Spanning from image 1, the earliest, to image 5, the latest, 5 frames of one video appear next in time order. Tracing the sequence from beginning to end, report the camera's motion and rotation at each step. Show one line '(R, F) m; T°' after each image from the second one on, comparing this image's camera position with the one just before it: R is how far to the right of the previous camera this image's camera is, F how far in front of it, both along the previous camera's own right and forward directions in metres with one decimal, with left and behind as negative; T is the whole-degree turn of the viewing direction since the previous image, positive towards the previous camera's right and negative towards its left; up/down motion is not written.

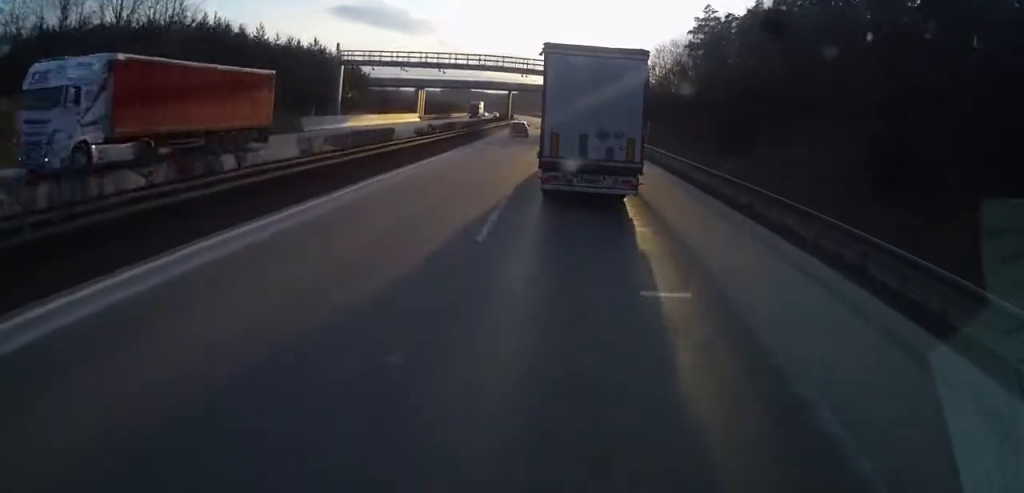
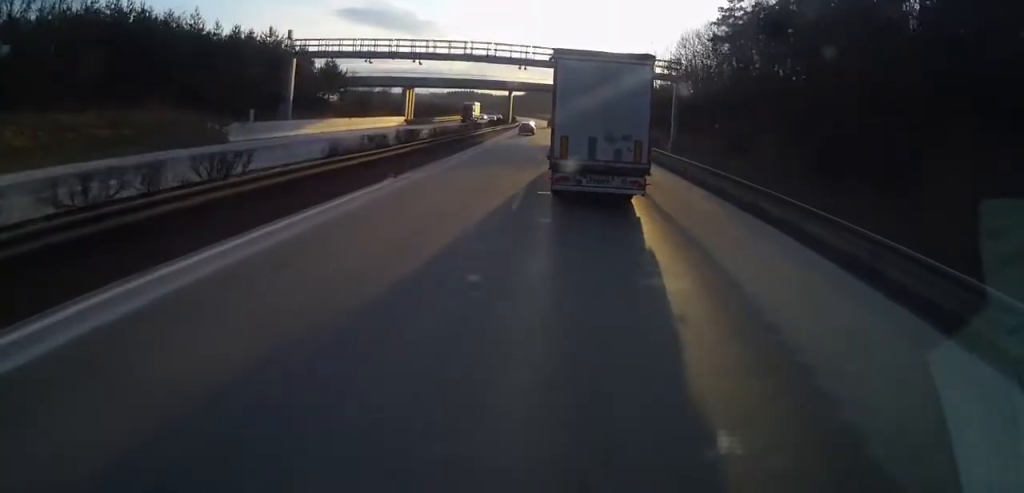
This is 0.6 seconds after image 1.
(0.0, +14.4) m; 0°
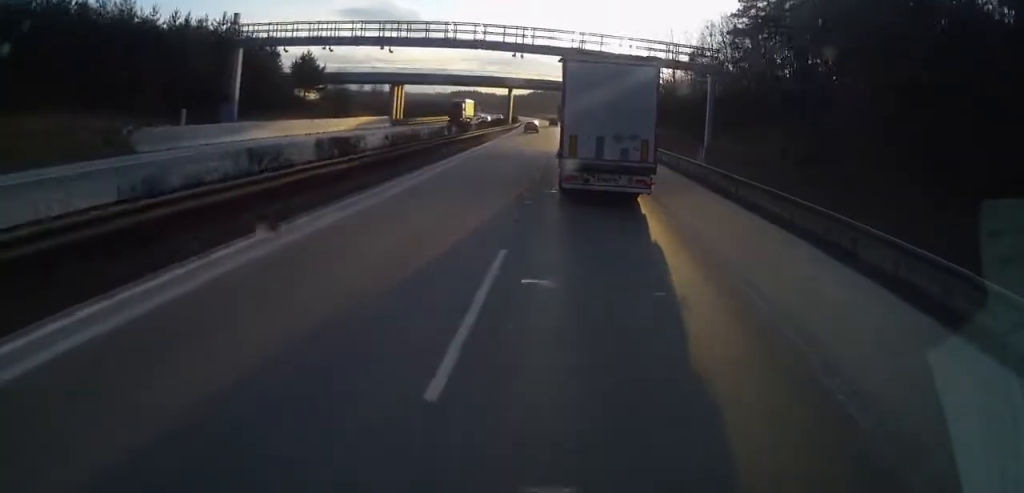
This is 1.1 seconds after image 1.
(0.0, +10.6) m; 0°
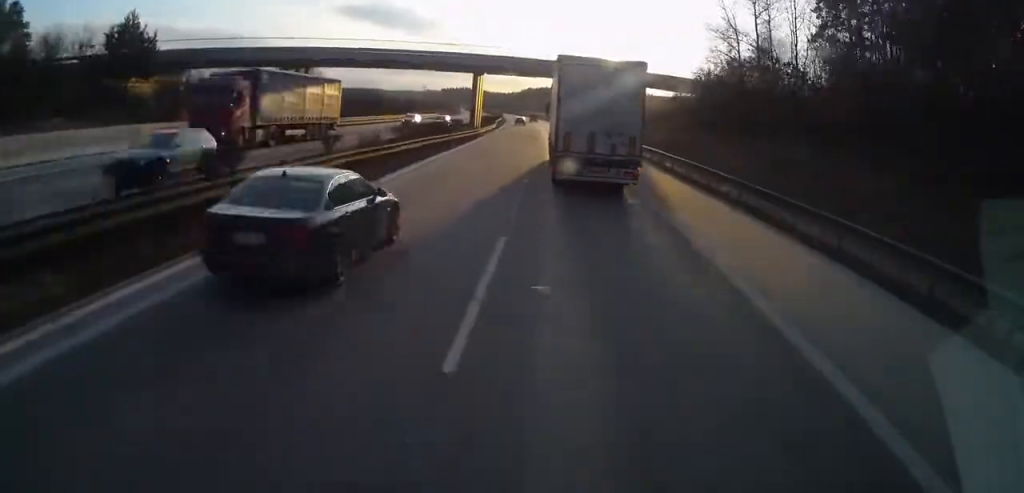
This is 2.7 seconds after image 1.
(0.0, +36.1) m; 0°
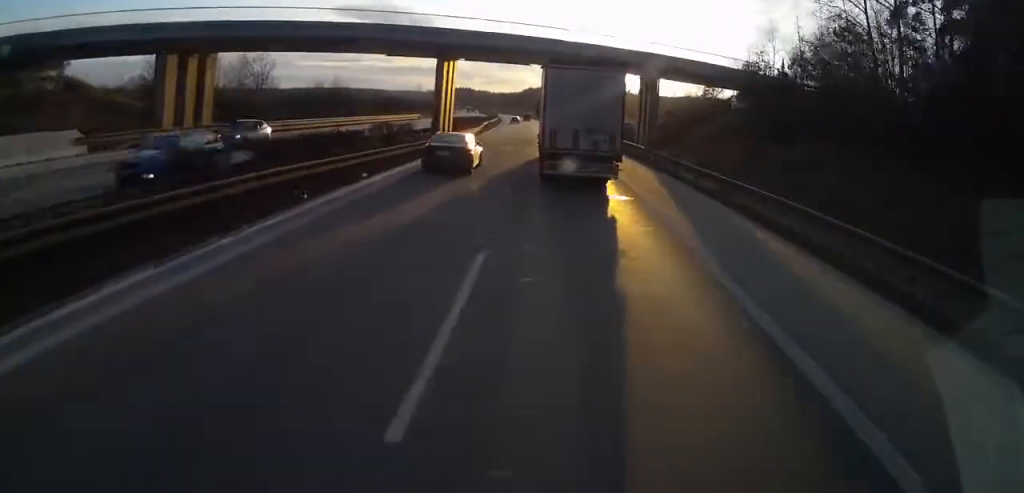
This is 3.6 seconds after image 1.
(0.0, +20.1) m; 0°
